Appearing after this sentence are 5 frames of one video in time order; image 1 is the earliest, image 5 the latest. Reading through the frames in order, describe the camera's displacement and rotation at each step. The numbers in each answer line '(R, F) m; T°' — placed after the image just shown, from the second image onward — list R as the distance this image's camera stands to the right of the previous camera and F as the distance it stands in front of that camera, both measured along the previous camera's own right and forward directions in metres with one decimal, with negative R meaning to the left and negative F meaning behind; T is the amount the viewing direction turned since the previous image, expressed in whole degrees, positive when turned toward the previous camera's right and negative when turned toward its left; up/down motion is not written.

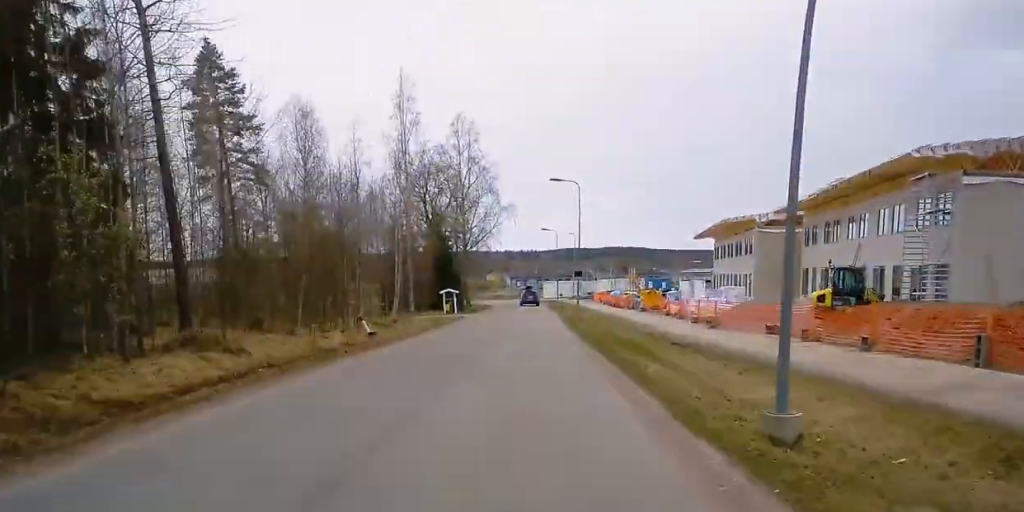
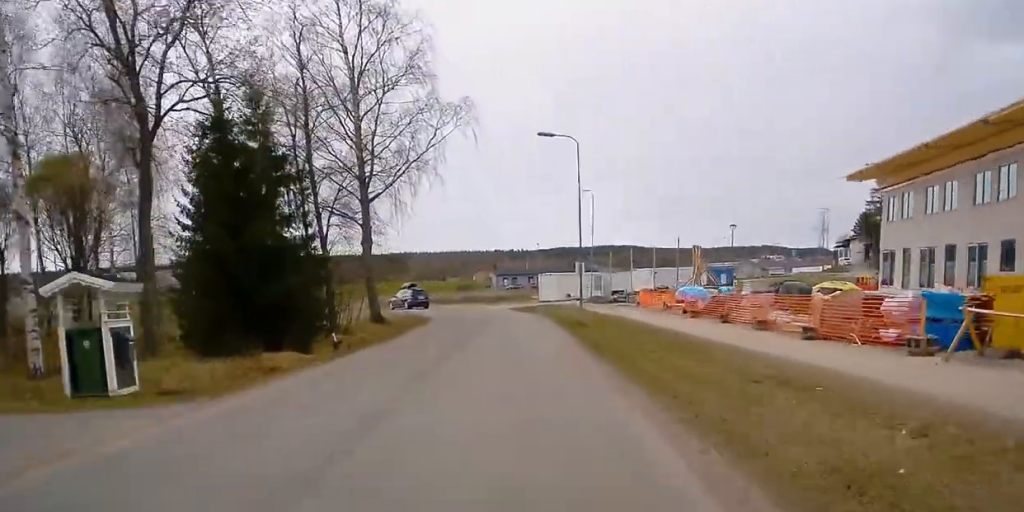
(+7.7, +51.2) m; +8°
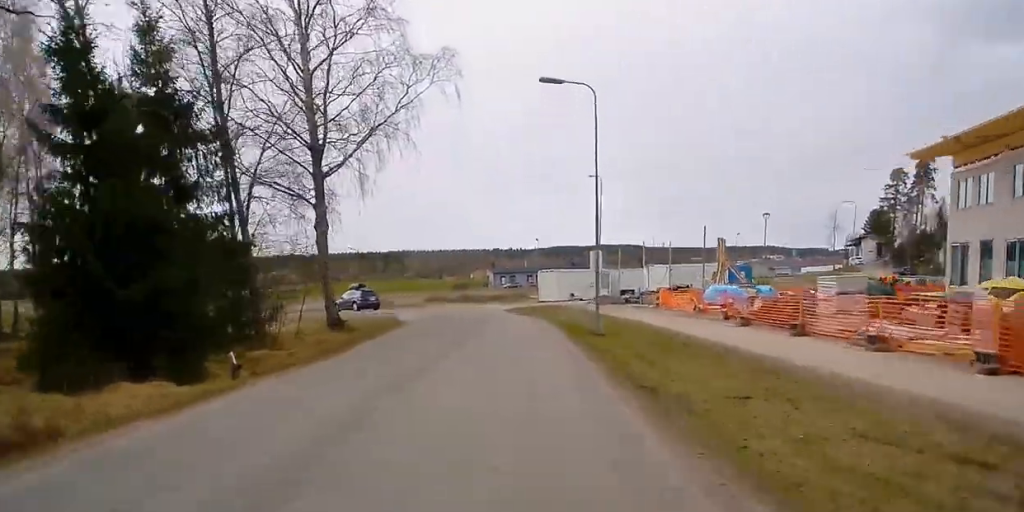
(0.0, +8.8) m; -1°
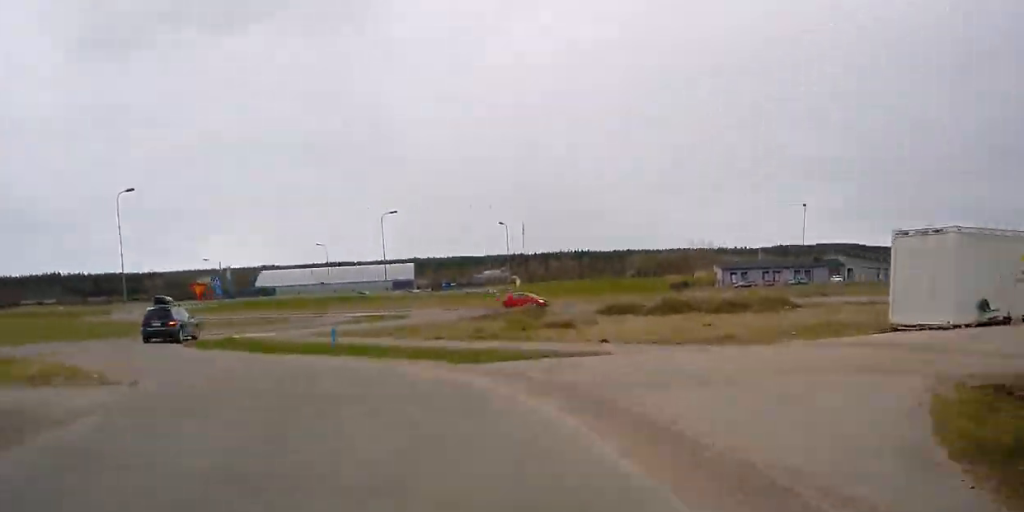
(-5.5, +42.9) m; -28°
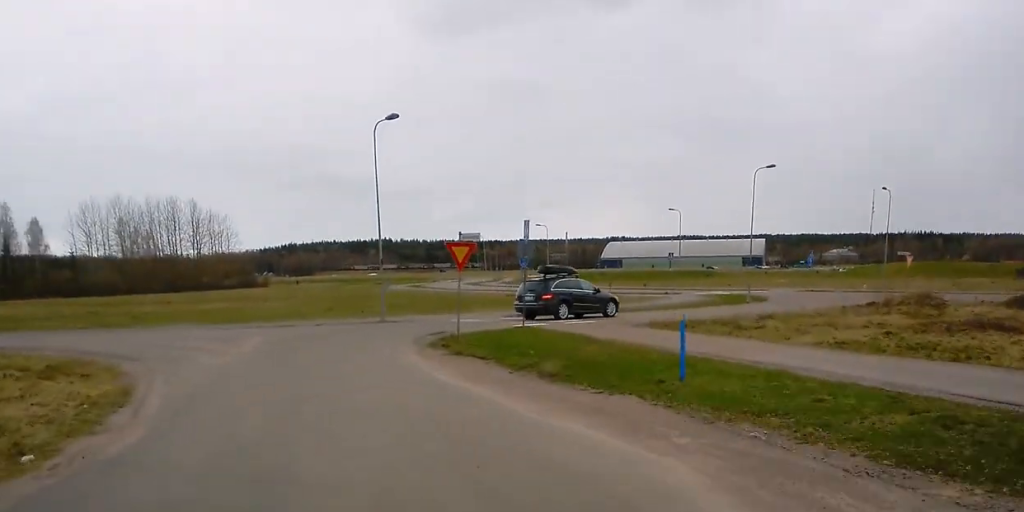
(-2.2, +12.1) m; -11°
